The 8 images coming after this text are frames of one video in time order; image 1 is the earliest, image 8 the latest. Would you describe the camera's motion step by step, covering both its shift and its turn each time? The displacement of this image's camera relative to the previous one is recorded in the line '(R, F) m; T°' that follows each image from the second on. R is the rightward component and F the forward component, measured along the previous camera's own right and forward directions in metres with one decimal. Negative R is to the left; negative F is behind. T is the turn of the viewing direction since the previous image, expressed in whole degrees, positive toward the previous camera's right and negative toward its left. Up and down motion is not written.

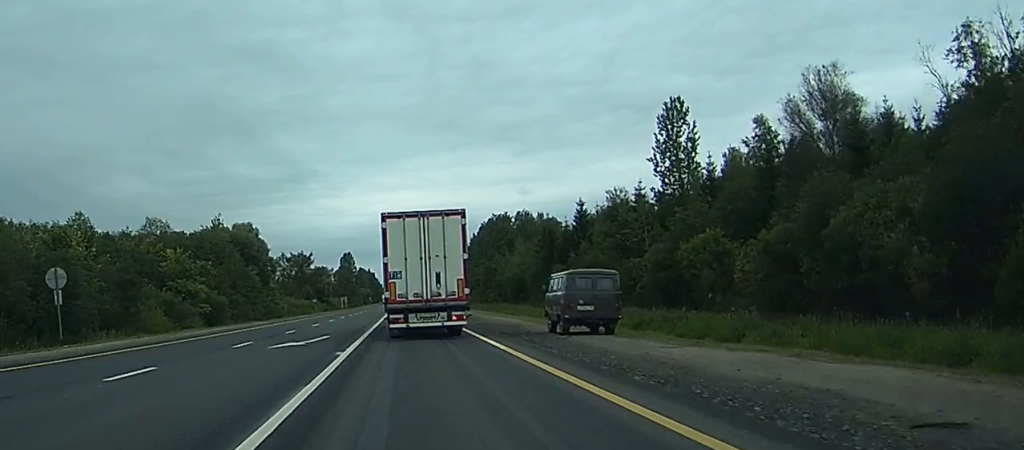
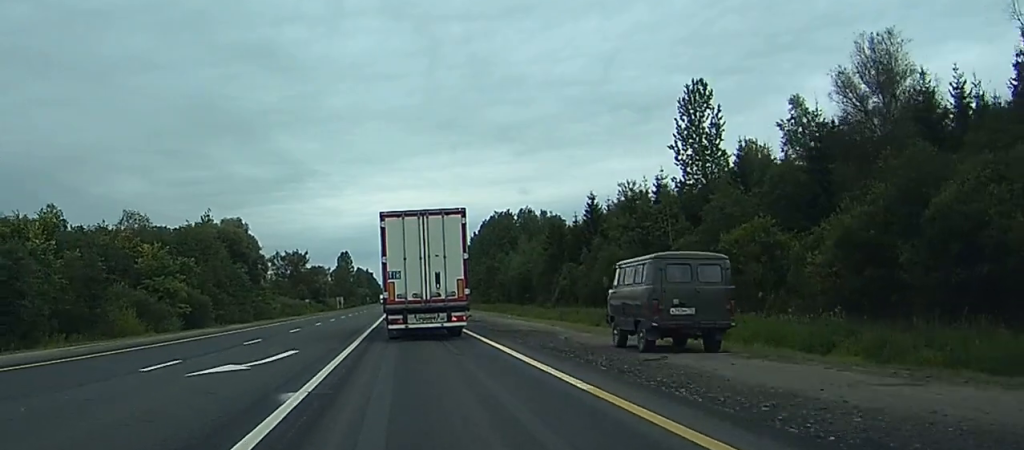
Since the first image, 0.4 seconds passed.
(0.0, +9.7) m; 0°
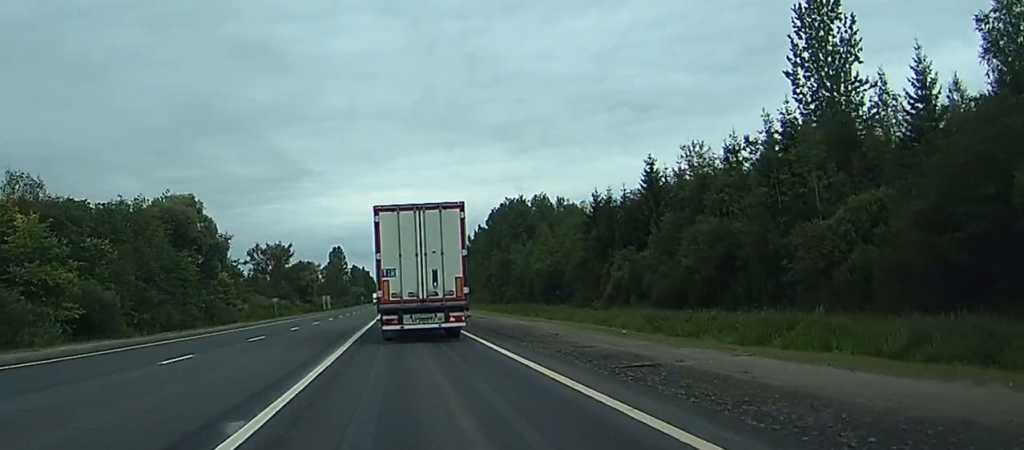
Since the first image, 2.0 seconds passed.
(-0.1, +33.9) m; 0°
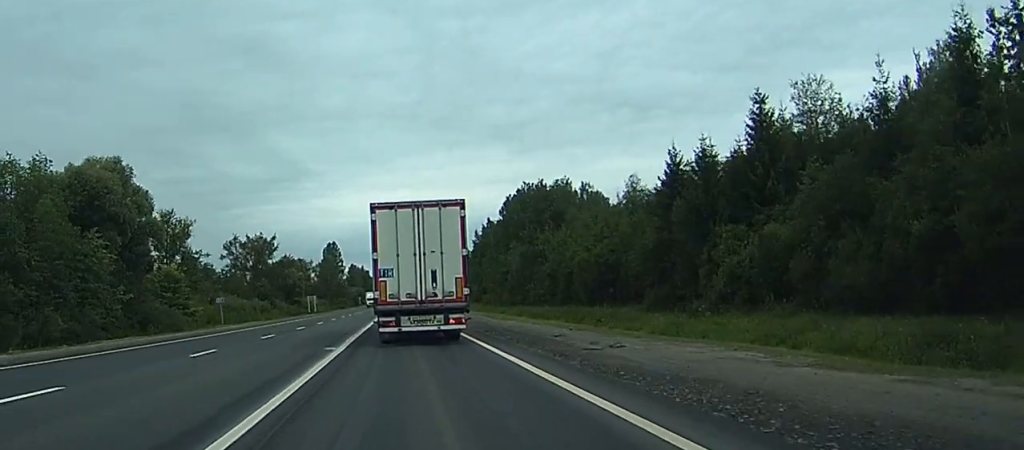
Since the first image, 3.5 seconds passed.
(+0.1, +32.6) m; 0°
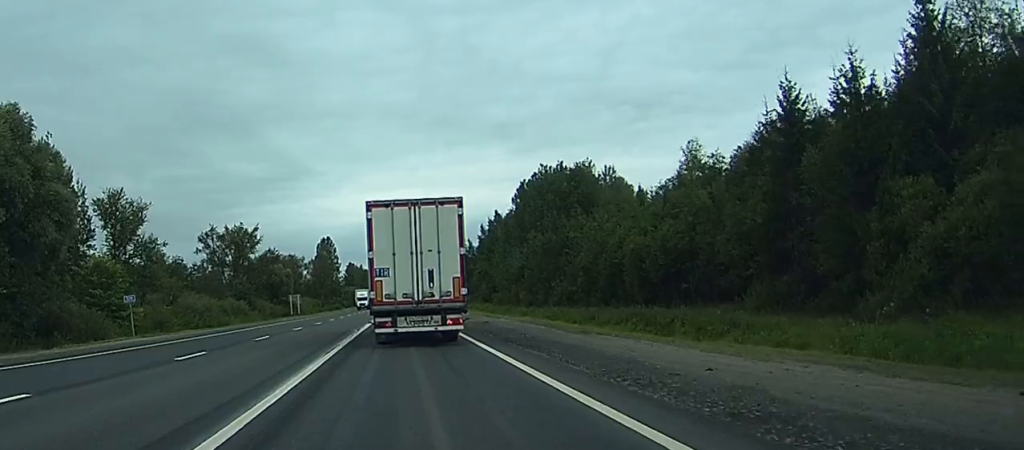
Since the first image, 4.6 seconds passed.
(0.0, +25.3) m; 0°
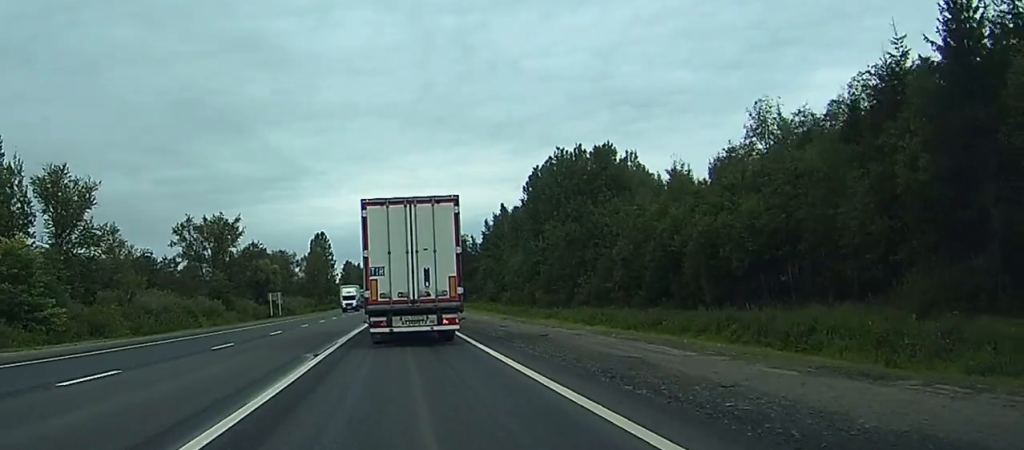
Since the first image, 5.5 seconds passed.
(0.0, +19.4) m; 0°
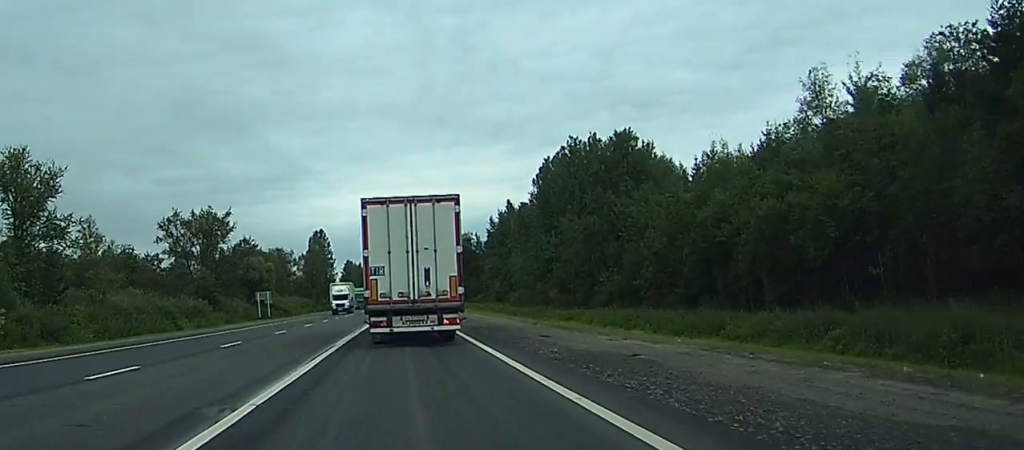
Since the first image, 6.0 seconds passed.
(0.0, +10.8) m; 0°
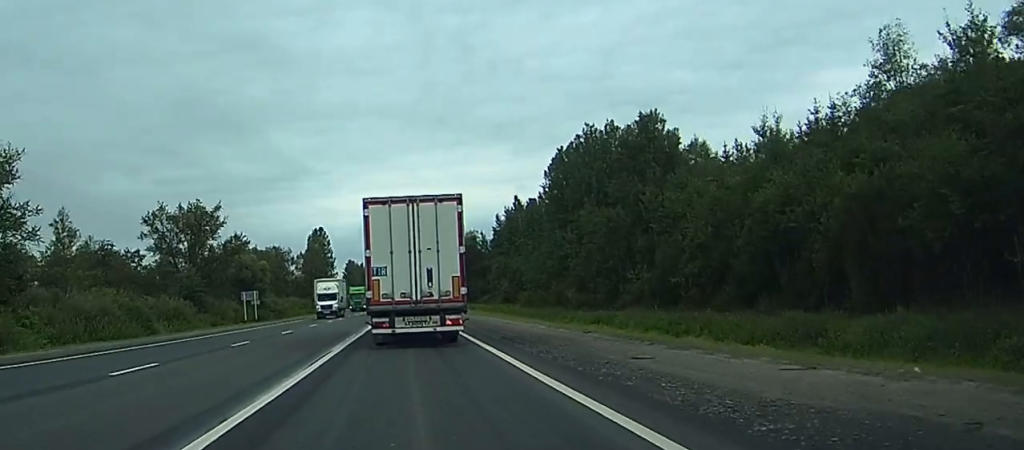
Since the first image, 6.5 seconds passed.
(0.0, +10.8) m; 0°
